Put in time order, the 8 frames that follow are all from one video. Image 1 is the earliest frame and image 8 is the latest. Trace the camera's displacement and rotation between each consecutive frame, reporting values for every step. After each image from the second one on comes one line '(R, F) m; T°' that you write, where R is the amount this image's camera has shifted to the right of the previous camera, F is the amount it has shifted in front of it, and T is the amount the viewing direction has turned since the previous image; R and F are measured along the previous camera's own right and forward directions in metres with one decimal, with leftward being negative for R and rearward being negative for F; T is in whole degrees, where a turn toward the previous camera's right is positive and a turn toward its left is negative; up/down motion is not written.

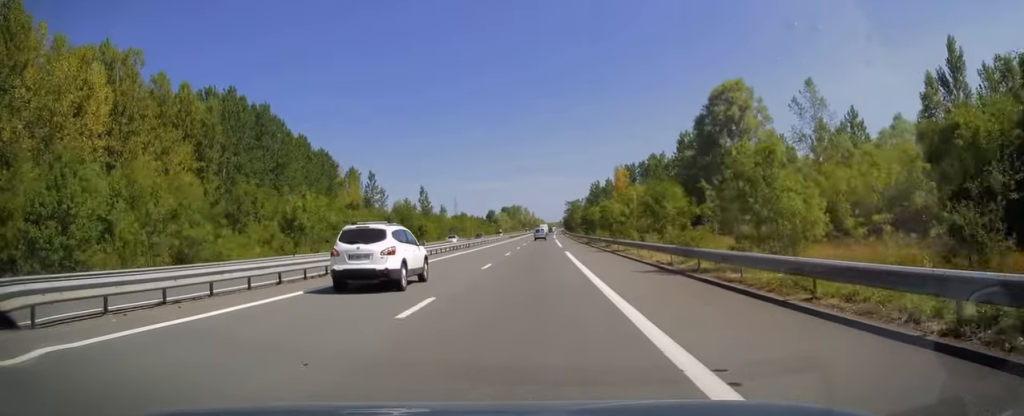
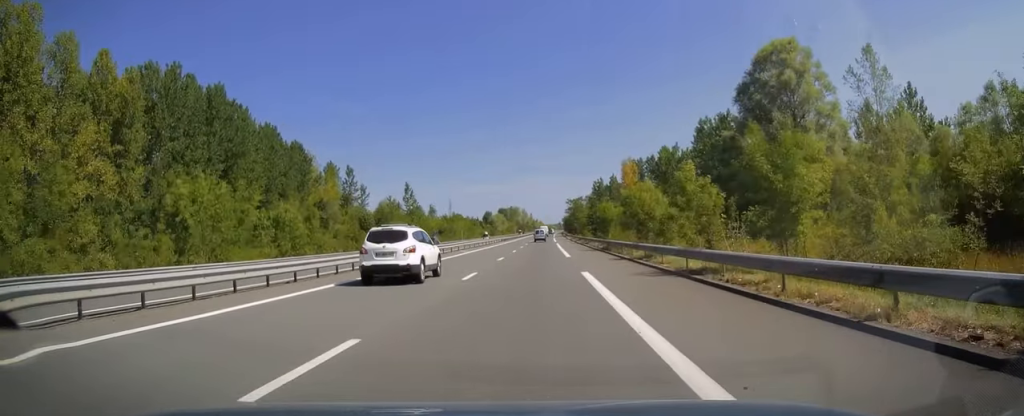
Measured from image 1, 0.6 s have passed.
(0.0, +18.6) m; 0°
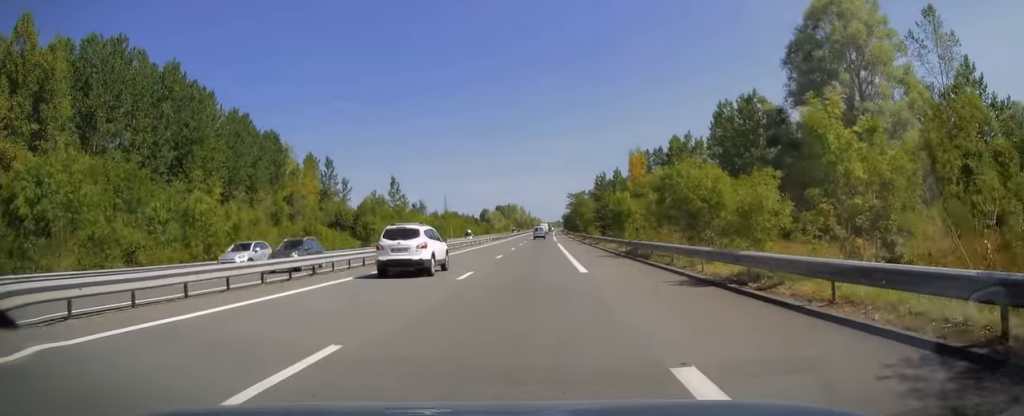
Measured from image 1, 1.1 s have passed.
(0.0, +14.3) m; 0°
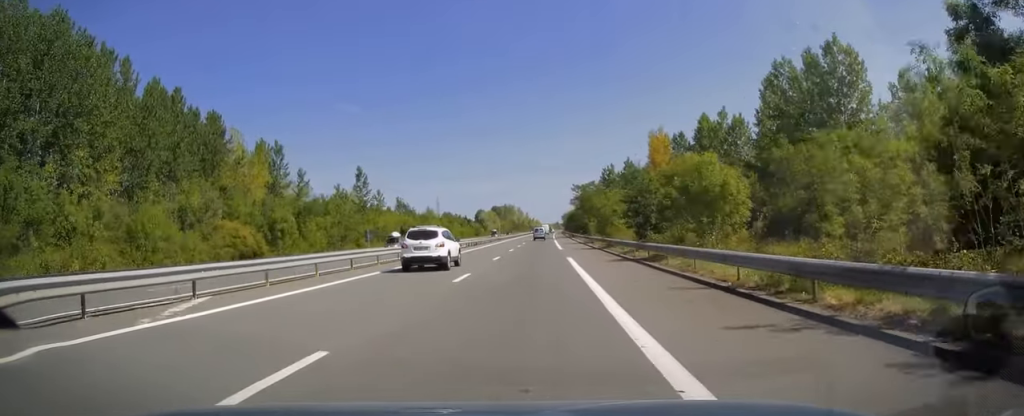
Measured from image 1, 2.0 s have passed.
(0.0, +27.6) m; 0°
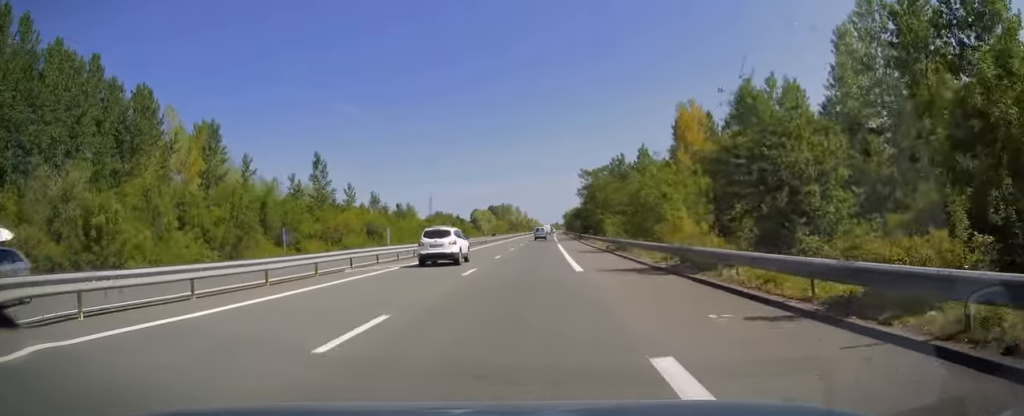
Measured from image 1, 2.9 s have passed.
(+0.1, +24.1) m; 0°
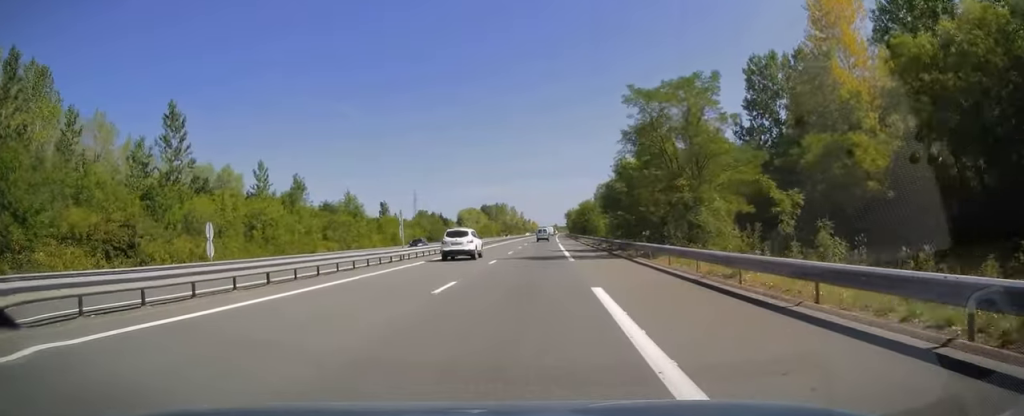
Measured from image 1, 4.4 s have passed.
(0.0, +44.1) m; 0°
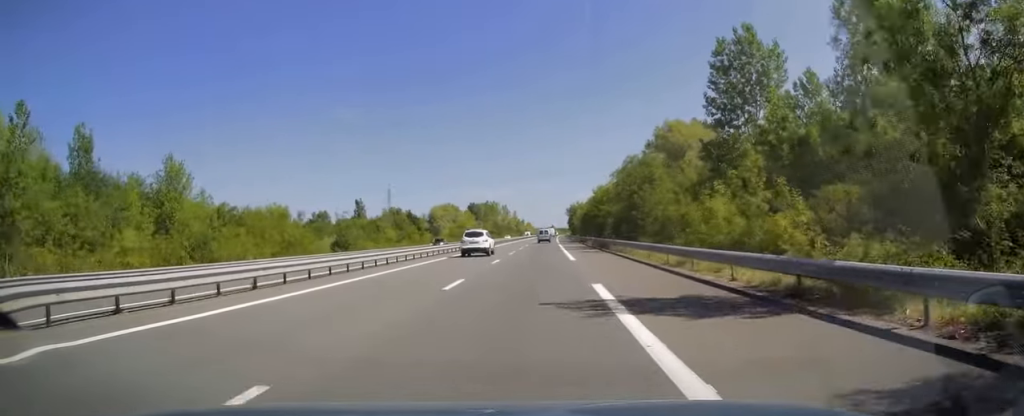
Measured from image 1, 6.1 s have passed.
(+0.1, +50.9) m; 0°
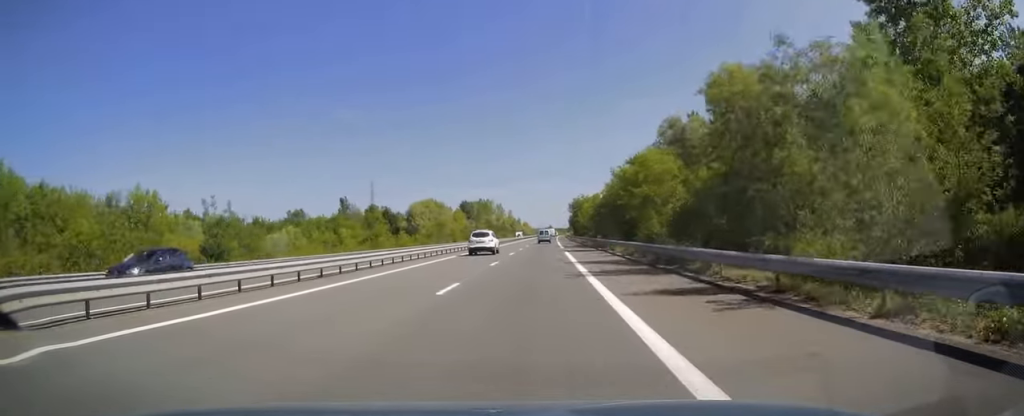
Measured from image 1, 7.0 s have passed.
(0.0, +26.9) m; 0°
